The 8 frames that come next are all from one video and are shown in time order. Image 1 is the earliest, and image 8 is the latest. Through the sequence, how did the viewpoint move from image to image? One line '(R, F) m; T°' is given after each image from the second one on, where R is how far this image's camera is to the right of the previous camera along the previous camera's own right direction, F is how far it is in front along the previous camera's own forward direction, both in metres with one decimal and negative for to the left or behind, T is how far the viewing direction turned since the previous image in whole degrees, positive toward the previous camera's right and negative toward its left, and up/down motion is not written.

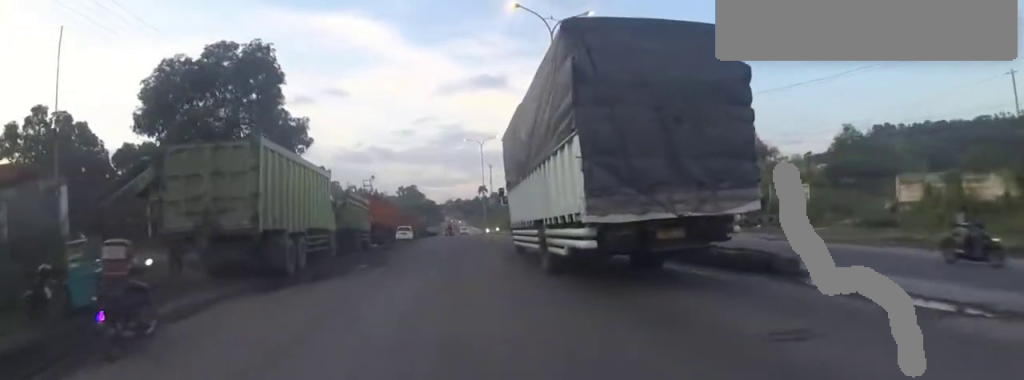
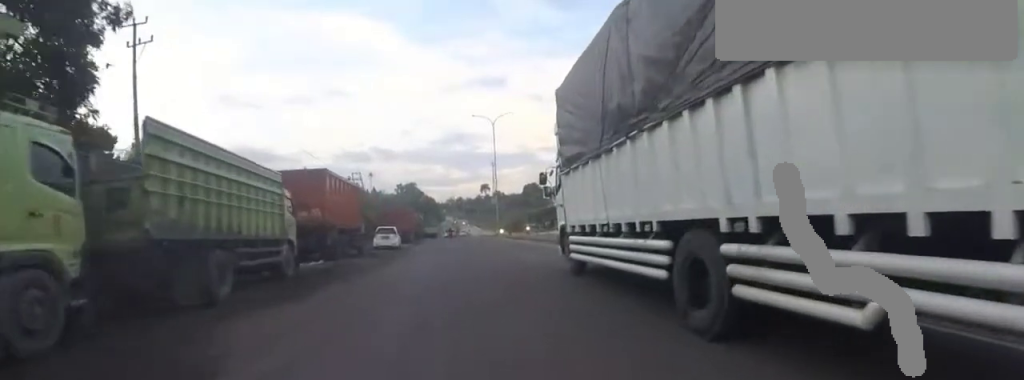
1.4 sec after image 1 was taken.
(+1.7, +14.1) m; -3°
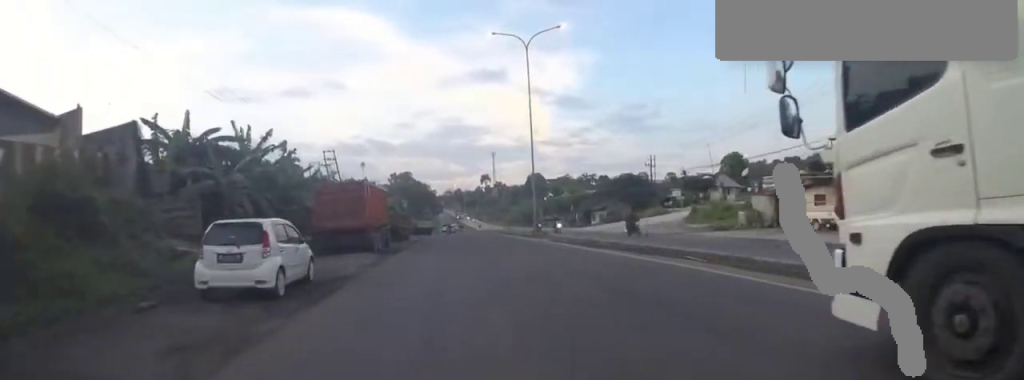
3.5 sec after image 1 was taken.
(-3.1, +20.4) m; -1°
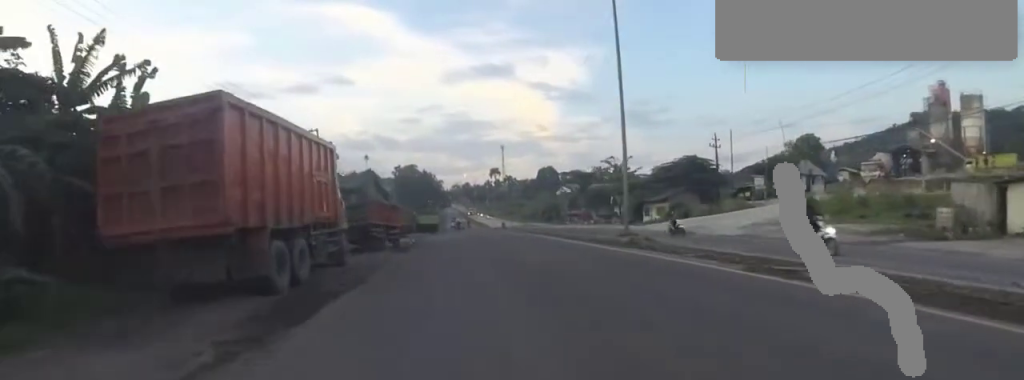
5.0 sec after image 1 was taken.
(+0.1, +14.6) m; 0°
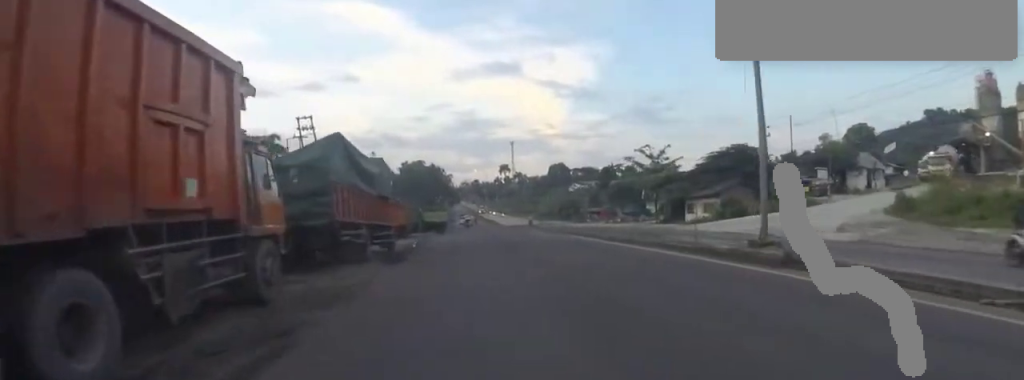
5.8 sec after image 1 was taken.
(0.0, +7.7) m; 0°
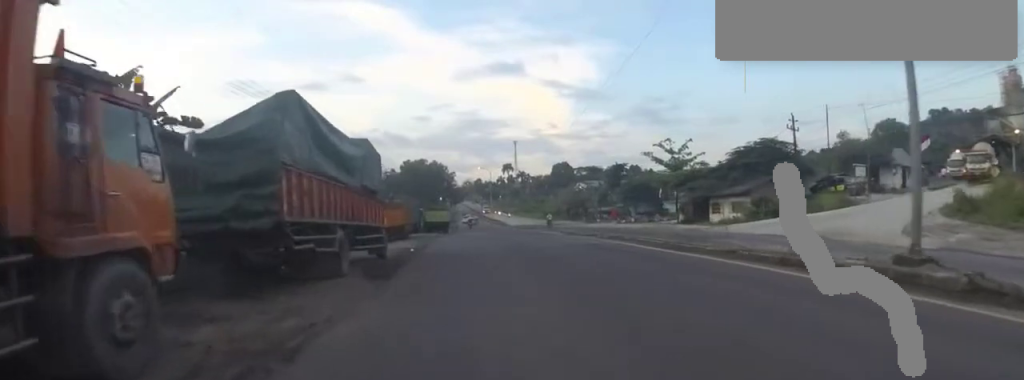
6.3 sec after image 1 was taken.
(0.0, +4.4) m; 0°
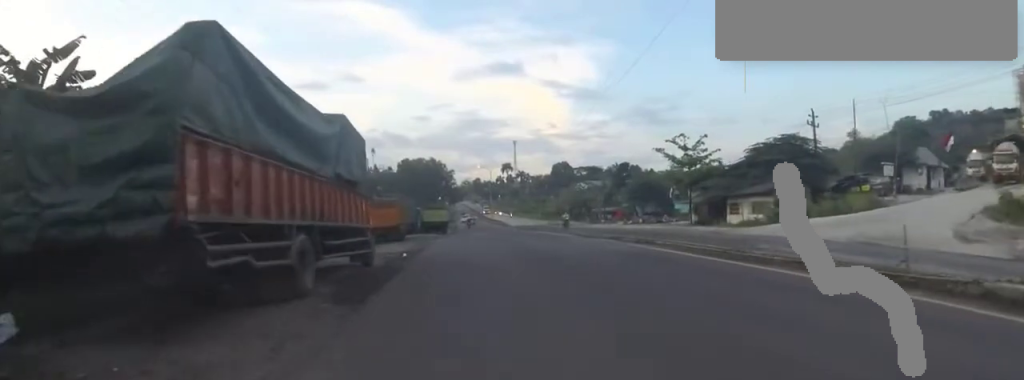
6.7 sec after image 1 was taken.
(0.0, +3.3) m; 0°
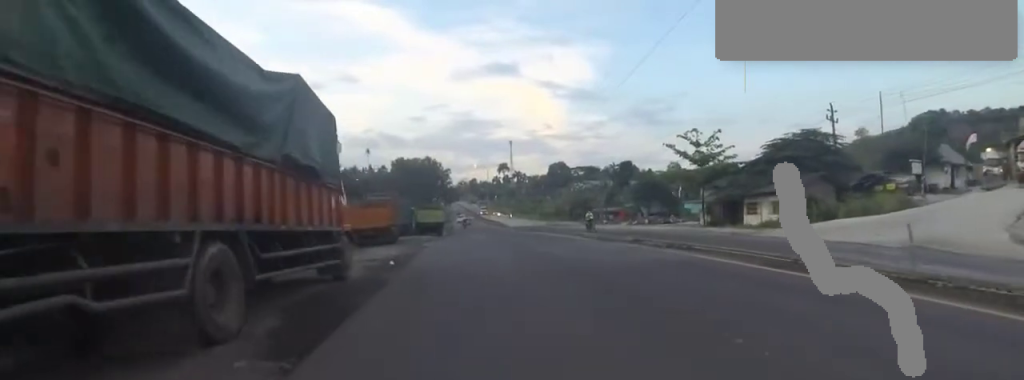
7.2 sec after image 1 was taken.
(0.0, +3.3) m; 0°
